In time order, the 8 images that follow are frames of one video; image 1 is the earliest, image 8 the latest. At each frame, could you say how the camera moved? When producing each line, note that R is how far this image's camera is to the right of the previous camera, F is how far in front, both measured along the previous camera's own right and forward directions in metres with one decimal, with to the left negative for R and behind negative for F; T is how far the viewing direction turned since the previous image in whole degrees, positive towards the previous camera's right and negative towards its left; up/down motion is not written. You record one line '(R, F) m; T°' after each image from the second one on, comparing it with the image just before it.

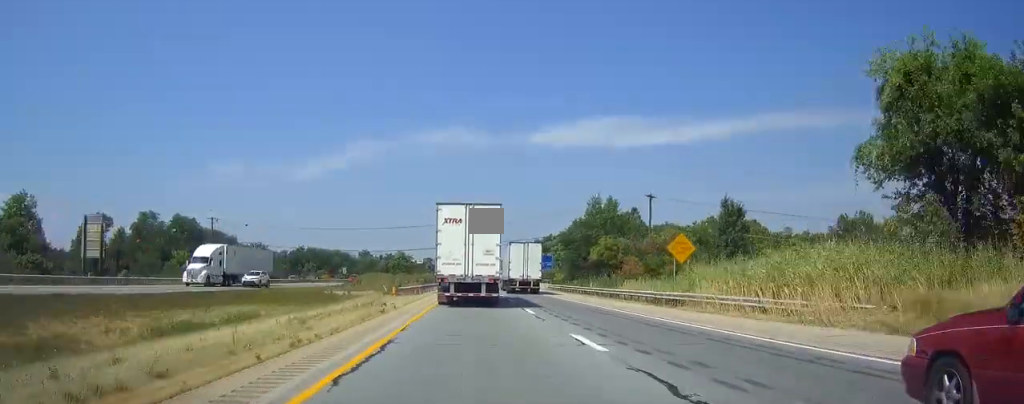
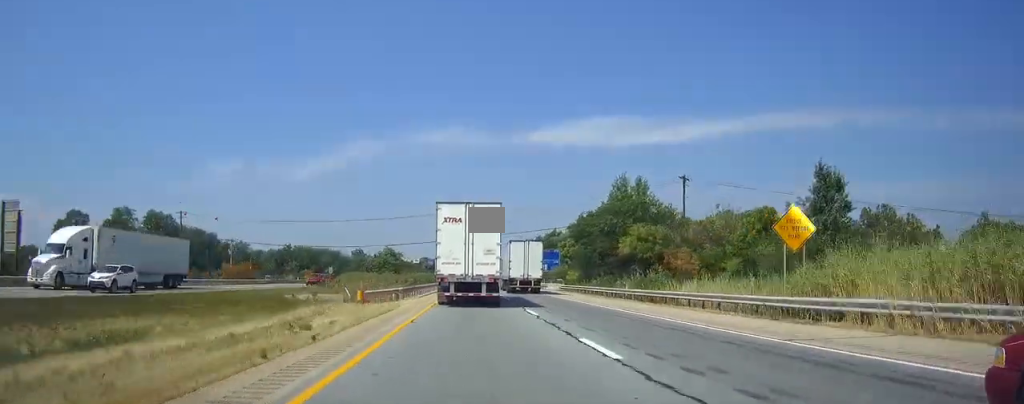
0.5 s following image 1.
(0.0, +13.5) m; 0°
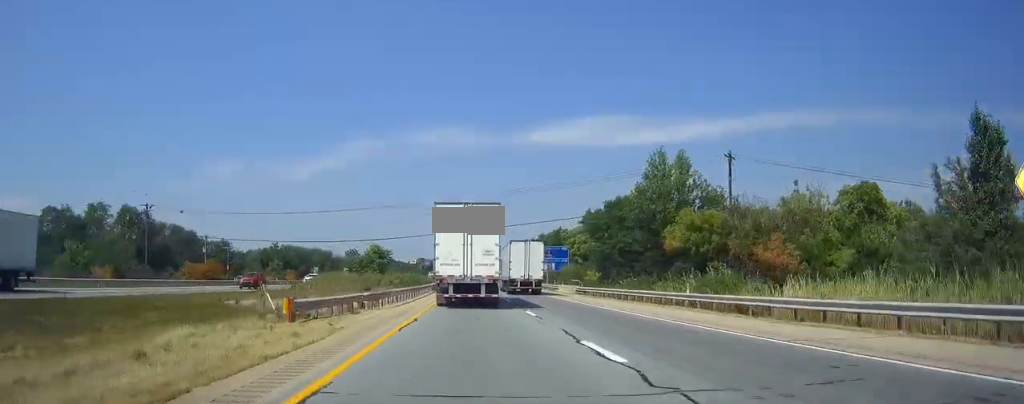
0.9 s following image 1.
(+0.1, +12.5) m; 0°
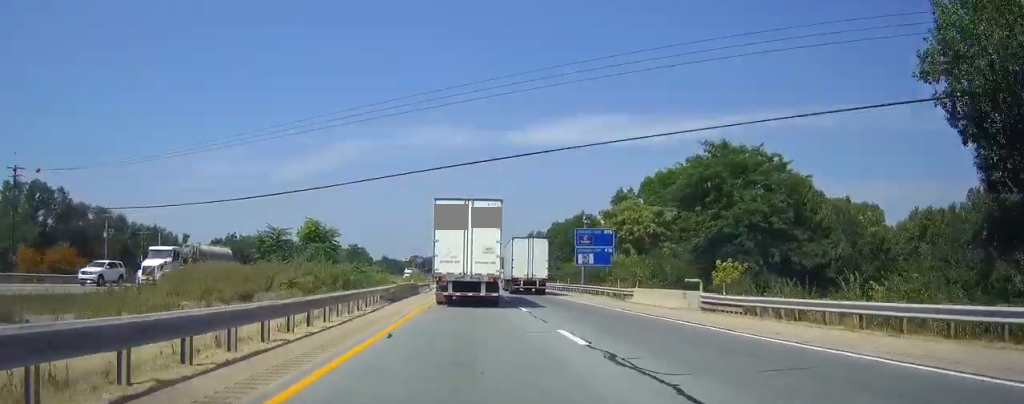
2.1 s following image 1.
(+0.2, +34.6) m; +1°
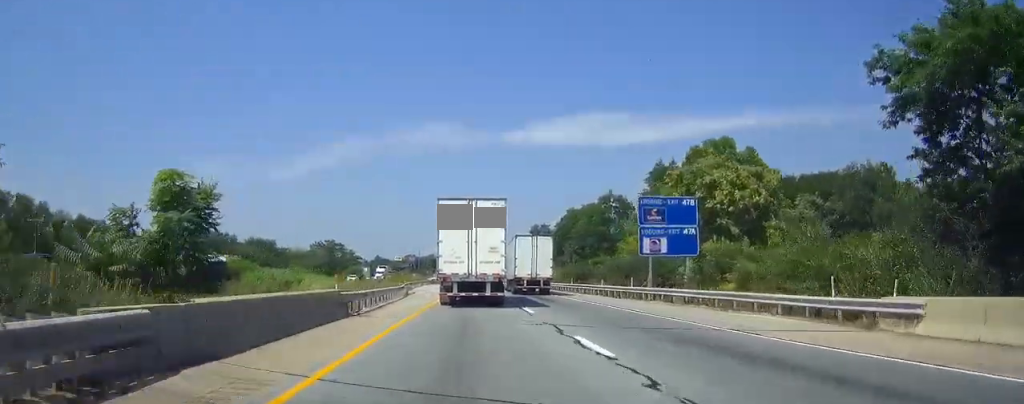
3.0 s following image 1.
(+0.2, +26.7) m; +1°
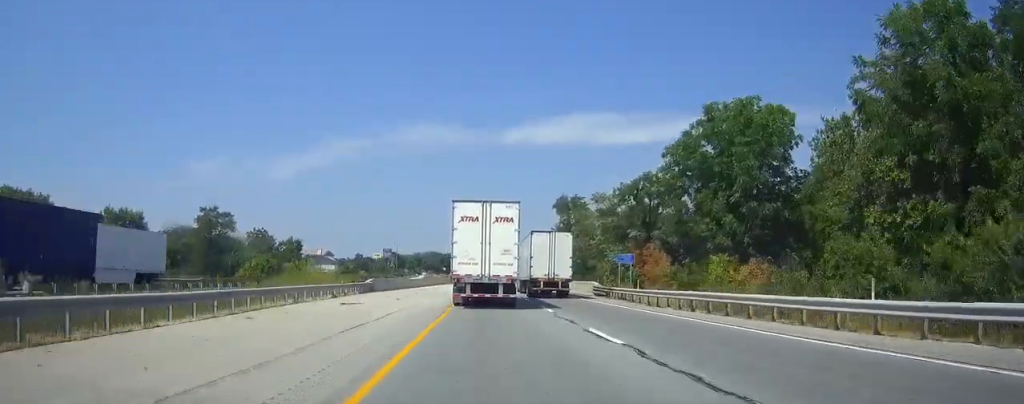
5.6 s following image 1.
(+0.9, +72.0) m; +1°
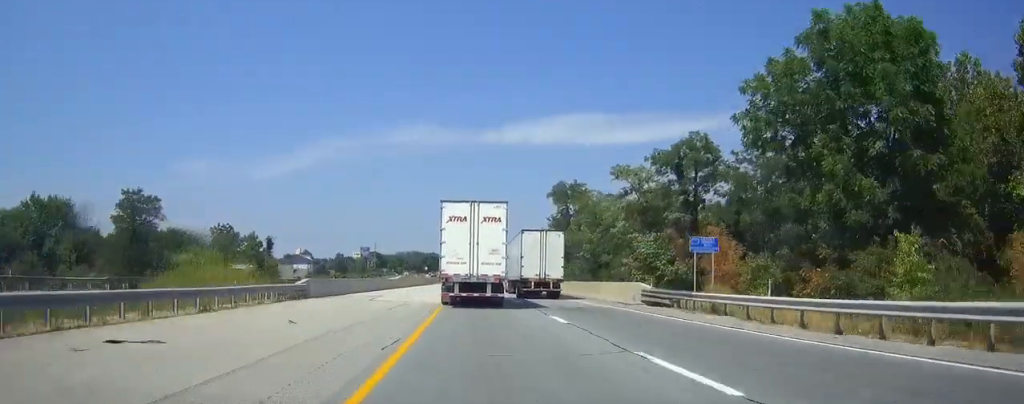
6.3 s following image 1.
(-0.1, +18.4) m; 0°
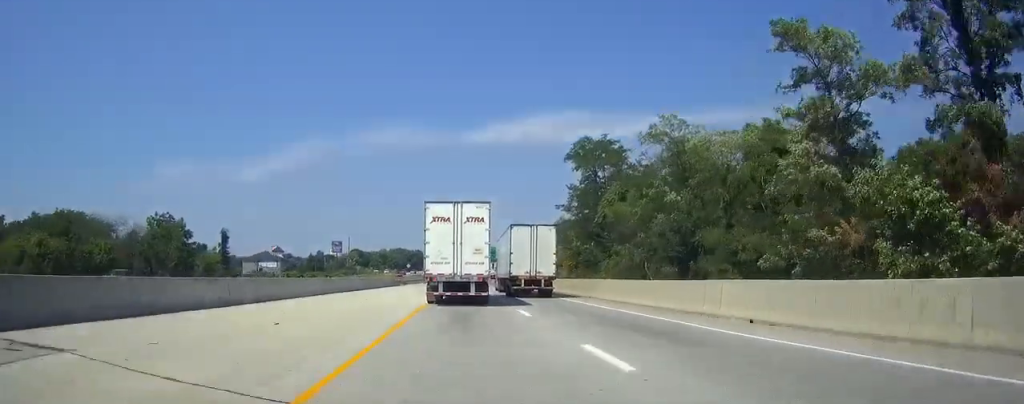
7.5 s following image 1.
(+0.4, +33.8) m; +1°
